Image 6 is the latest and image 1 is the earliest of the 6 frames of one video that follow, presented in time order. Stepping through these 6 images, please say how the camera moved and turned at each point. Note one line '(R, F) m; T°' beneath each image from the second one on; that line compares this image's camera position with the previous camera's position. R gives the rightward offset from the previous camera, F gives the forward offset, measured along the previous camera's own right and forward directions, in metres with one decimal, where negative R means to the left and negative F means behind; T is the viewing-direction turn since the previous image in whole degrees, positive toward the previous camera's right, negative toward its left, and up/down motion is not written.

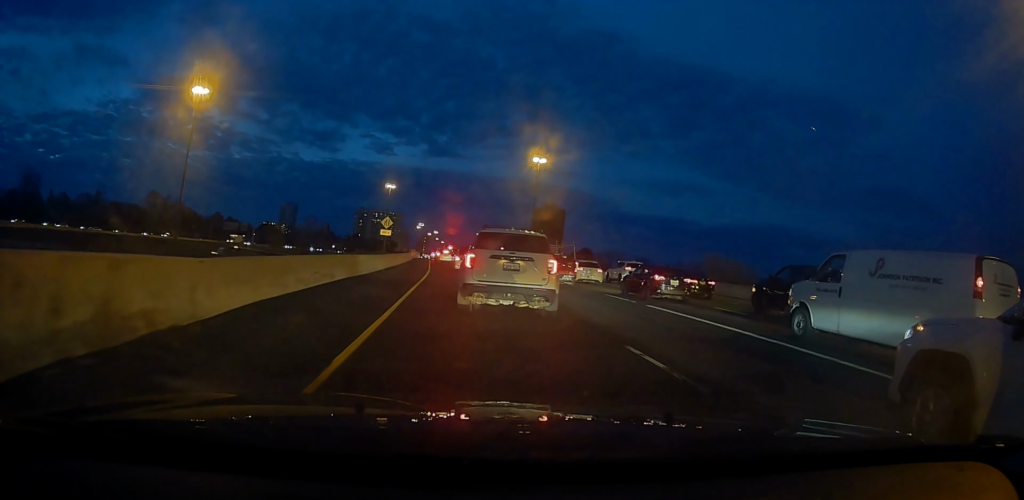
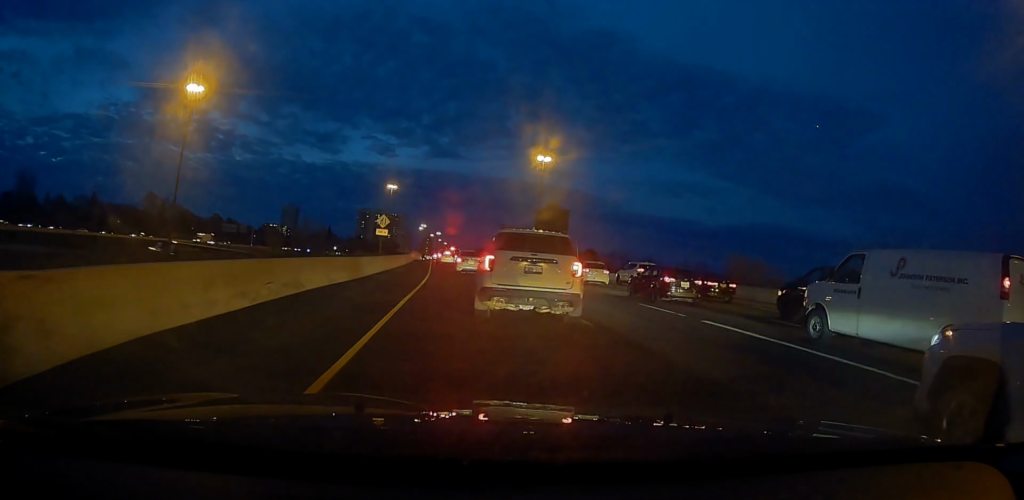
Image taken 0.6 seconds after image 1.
(+0.1, +4.1) m; +2°
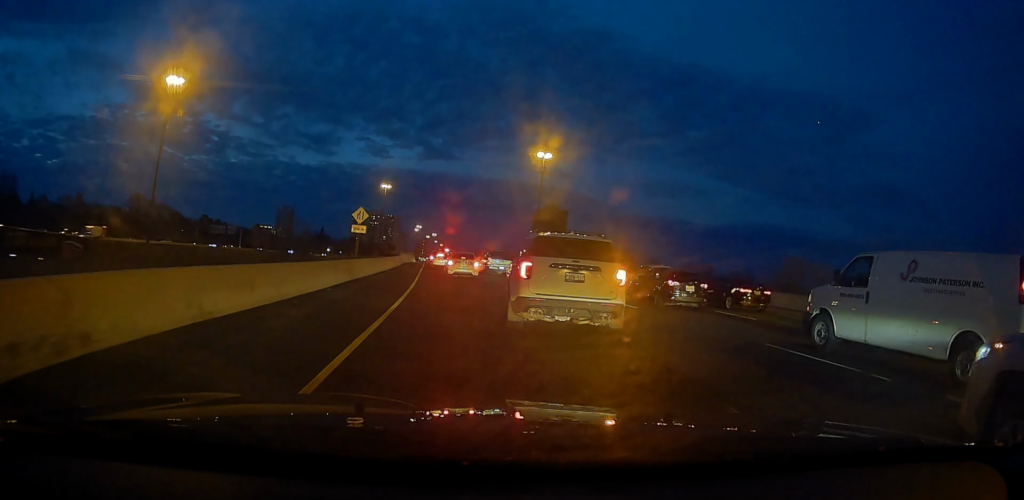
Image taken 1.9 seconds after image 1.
(+0.4, +8.9) m; +1°
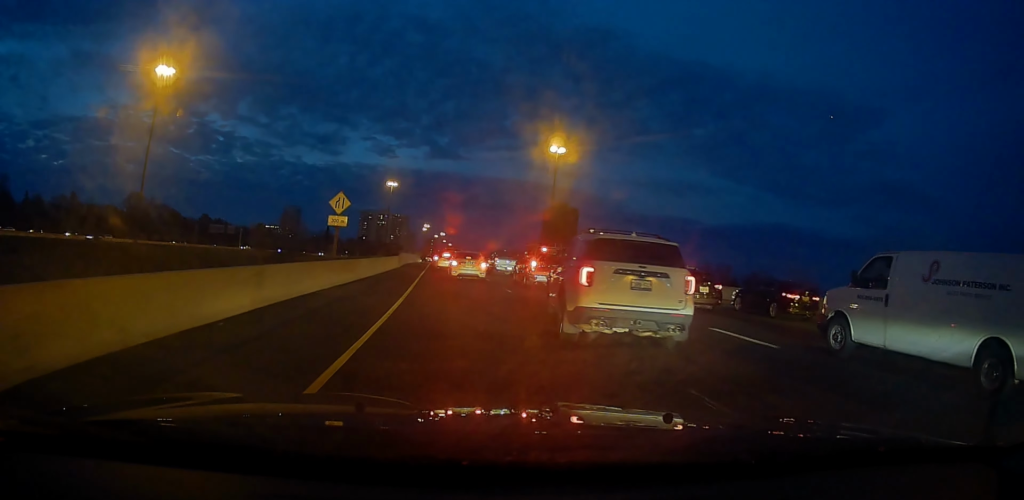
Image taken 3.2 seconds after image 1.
(-0.4, +8.3) m; -2°
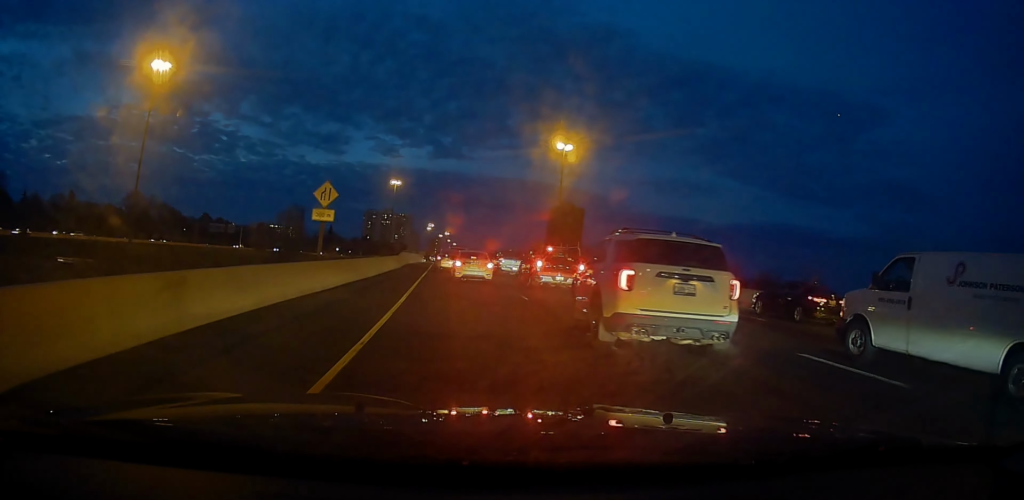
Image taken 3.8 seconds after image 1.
(+0.1, +3.6) m; +1°
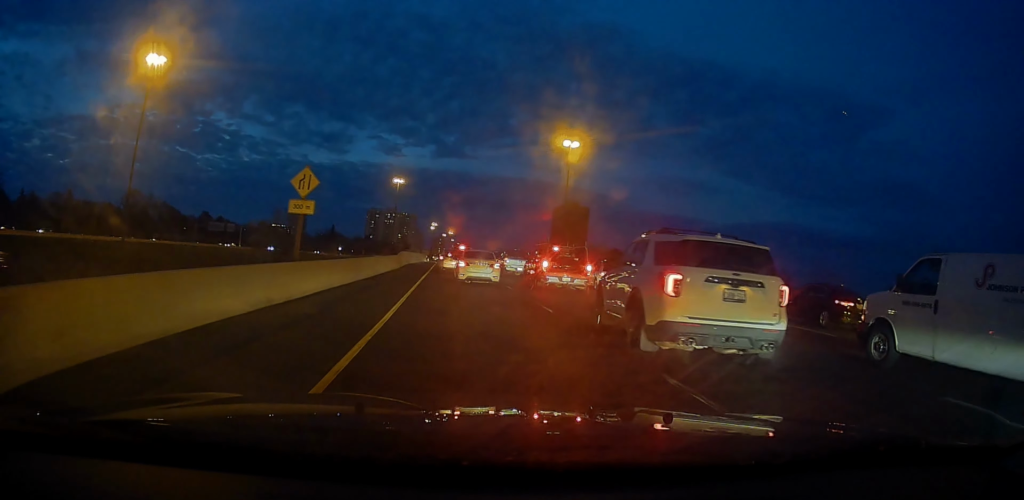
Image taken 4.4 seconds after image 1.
(0.0, +3.7) m; +1°
